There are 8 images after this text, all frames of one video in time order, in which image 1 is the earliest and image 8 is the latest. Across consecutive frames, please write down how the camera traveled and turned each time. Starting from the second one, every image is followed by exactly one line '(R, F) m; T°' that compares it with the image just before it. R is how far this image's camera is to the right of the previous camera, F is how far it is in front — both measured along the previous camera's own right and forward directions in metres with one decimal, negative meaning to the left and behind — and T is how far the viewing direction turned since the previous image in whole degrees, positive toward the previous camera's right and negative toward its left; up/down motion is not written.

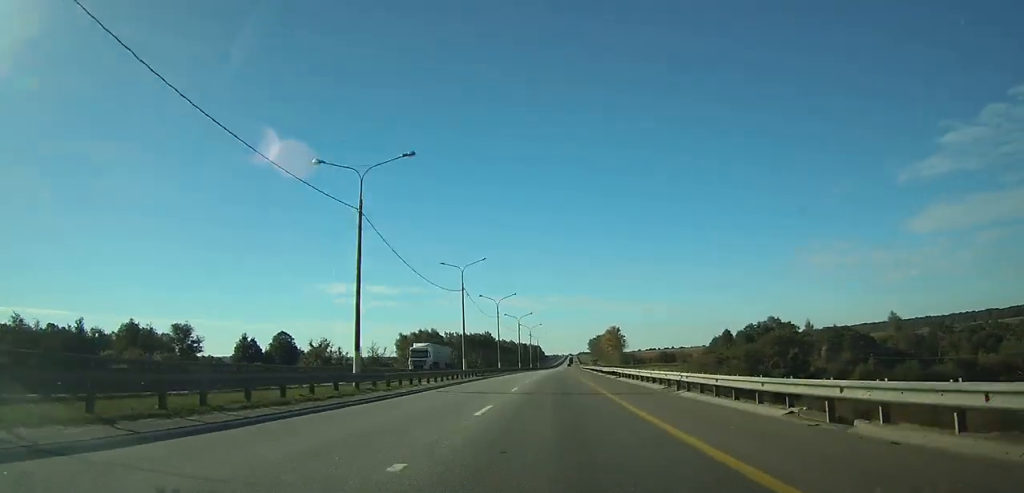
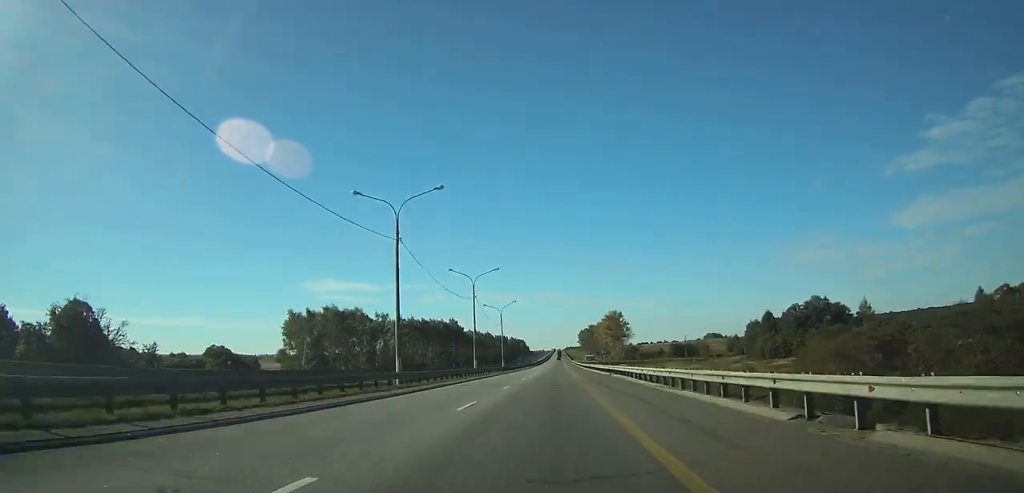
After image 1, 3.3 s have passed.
(+2.2, +82.7) m; +2°
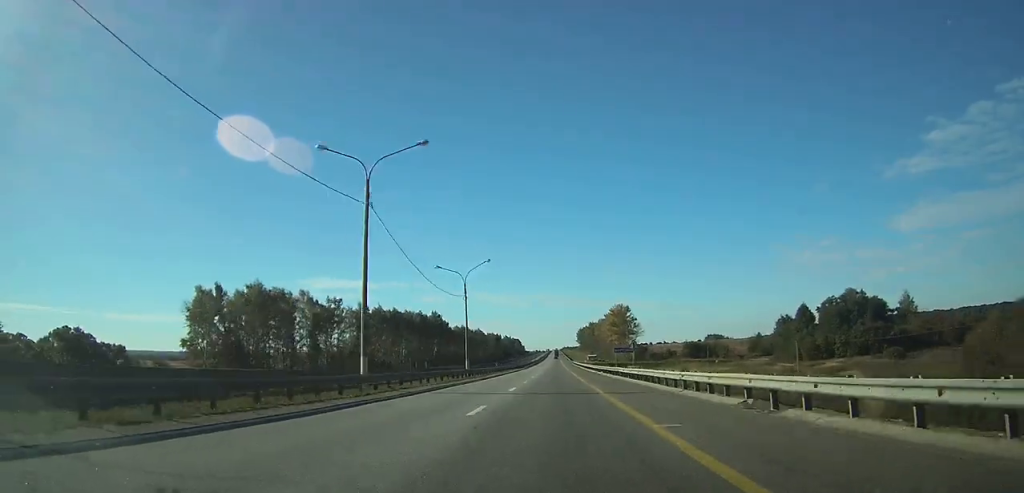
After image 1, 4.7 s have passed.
(+0.3, +37.2) m; 0°
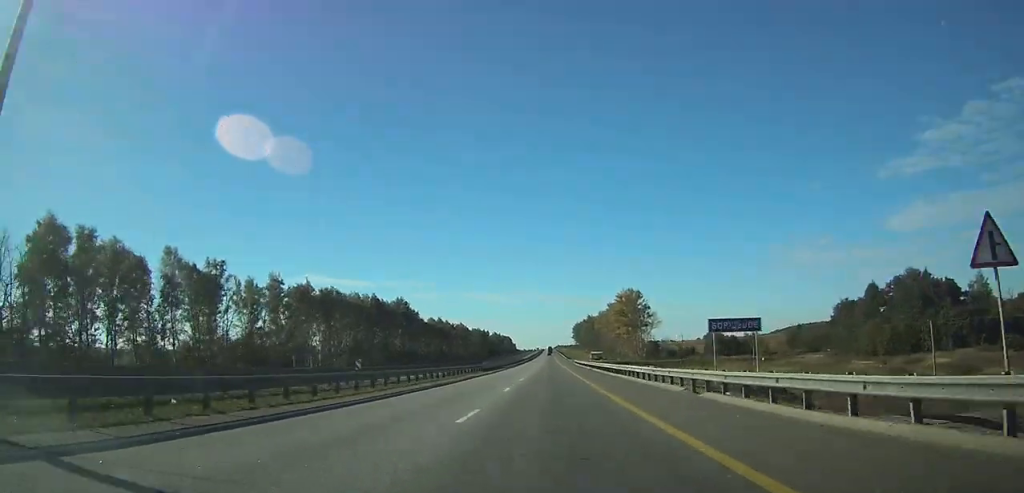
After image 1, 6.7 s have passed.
(+0.3, +49.4) m; 0°
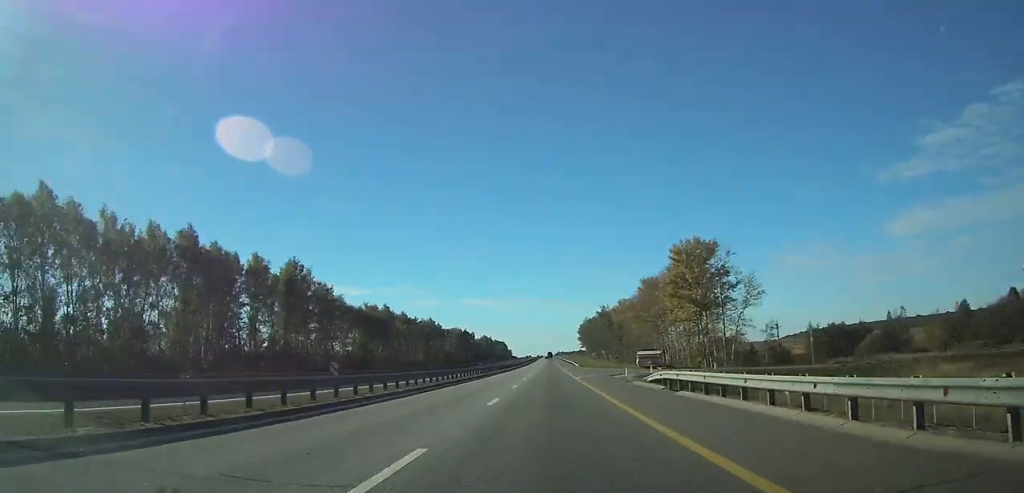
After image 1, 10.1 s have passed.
(+0.3, +89.0) m; 0°
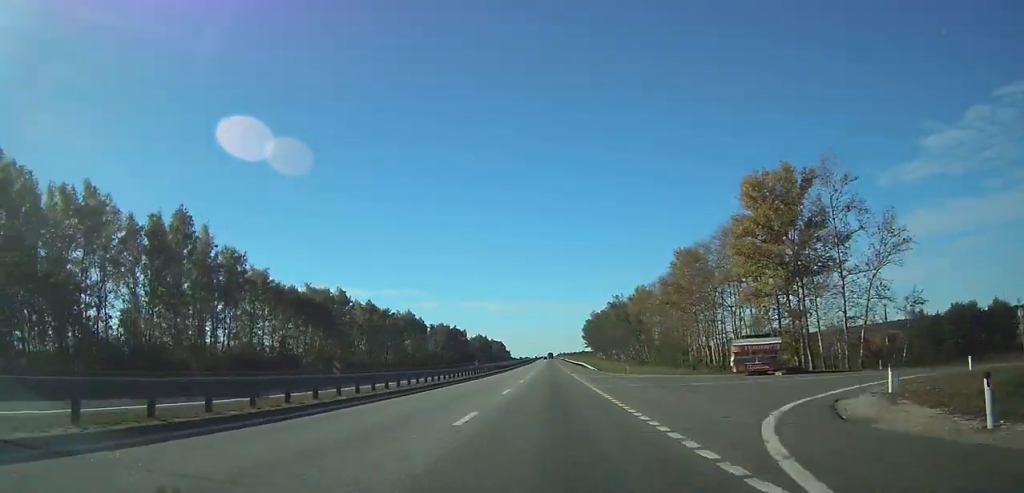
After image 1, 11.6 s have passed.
(0.0, +41.1) m; 0°
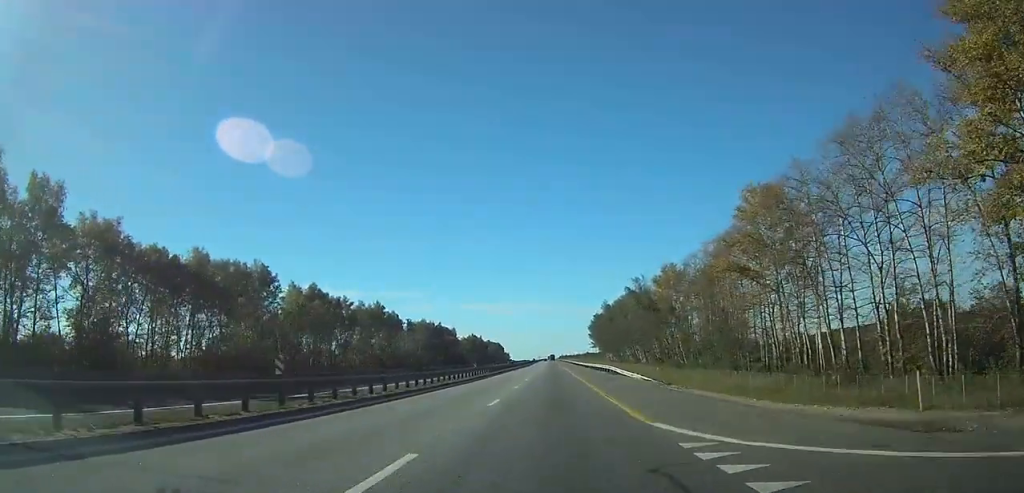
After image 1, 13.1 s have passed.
(+0.1, +41.9) m; 0°
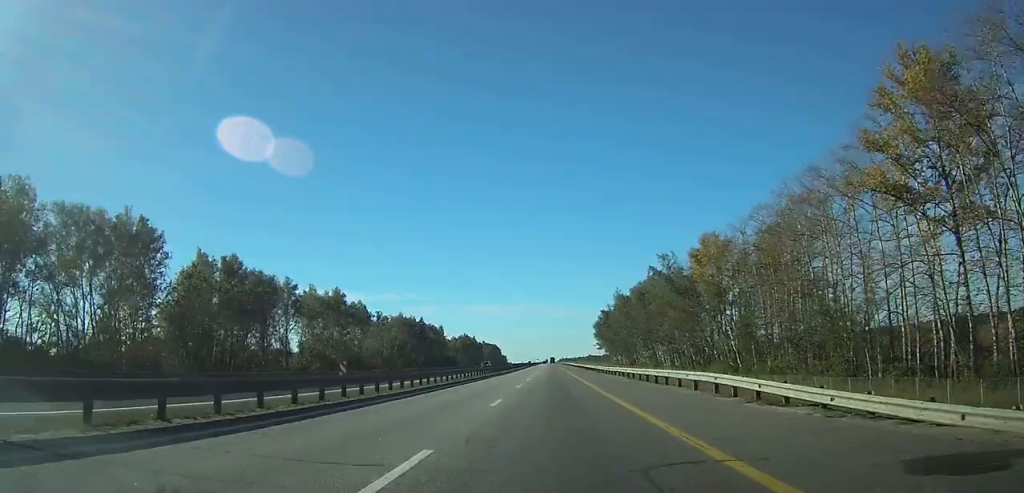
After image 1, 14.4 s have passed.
(0.0, +35.0) m; 0°
